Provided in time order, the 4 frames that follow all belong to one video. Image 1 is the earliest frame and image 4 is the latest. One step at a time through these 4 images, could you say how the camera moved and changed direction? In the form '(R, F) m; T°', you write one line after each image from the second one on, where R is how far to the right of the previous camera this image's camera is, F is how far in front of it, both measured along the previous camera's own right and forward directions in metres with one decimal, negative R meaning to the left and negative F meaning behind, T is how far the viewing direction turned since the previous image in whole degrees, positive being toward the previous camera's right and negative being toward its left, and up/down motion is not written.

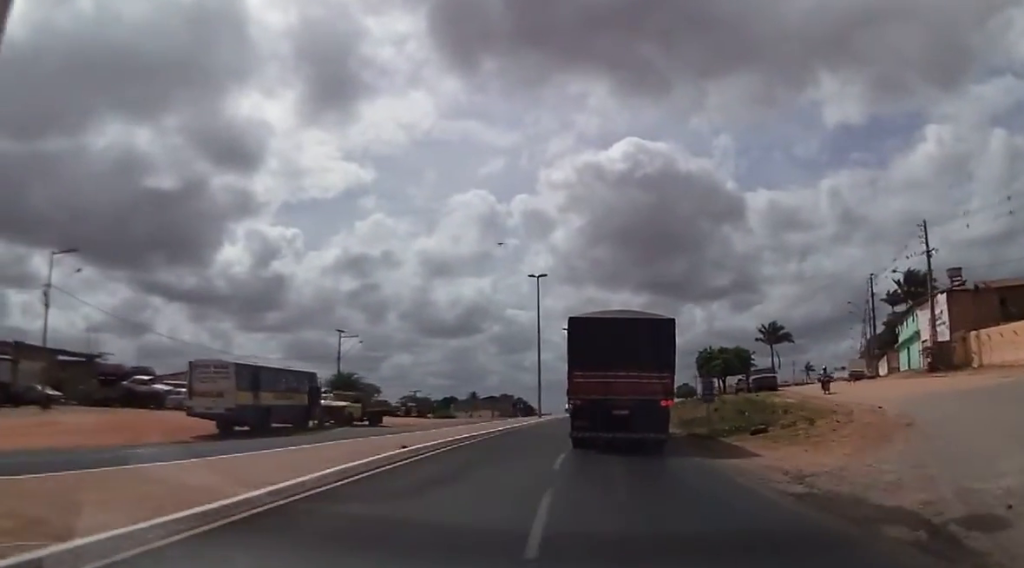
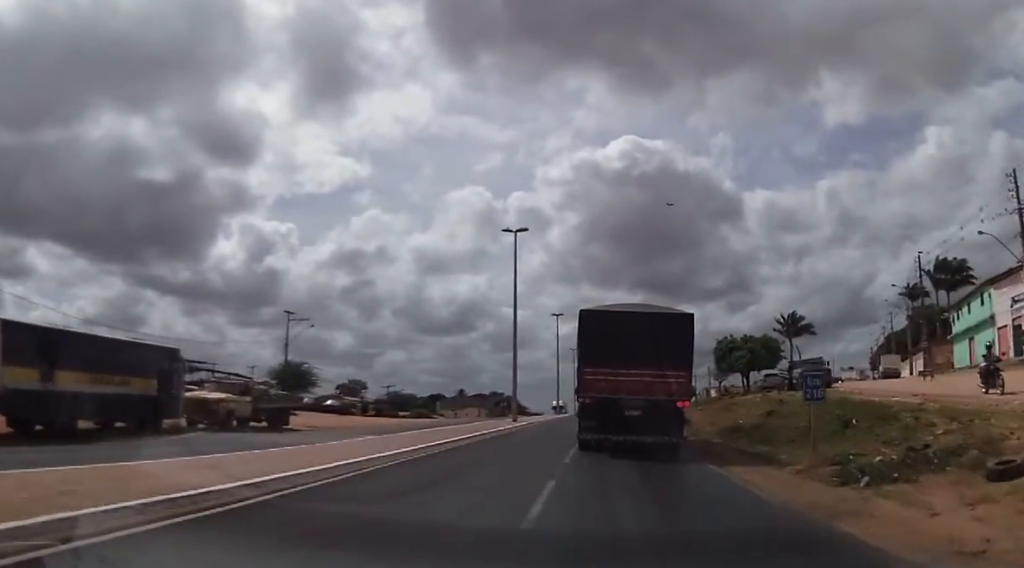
(+0.5, +13.1) m; +2°
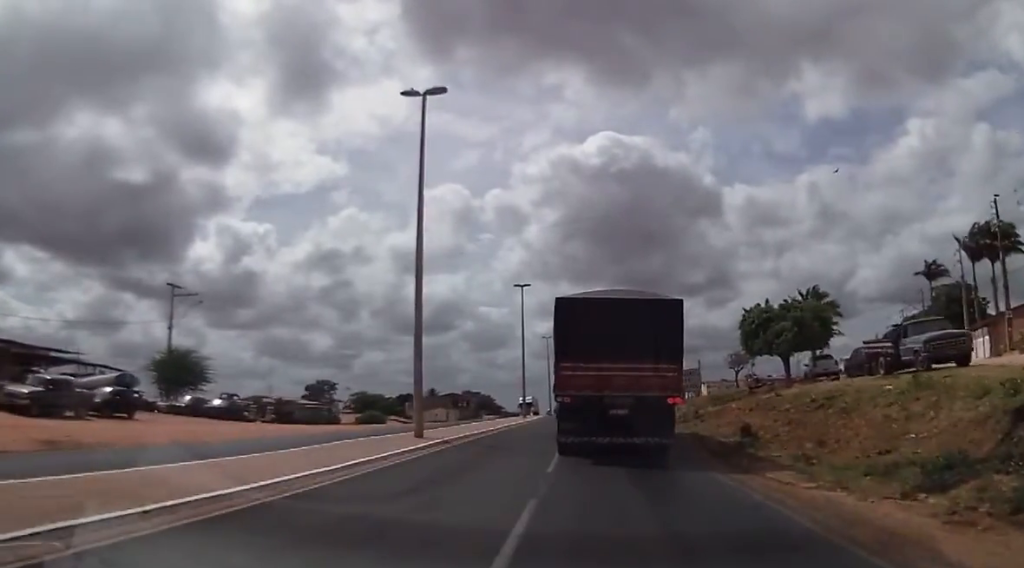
(-0.8, +17.9) m; -1°
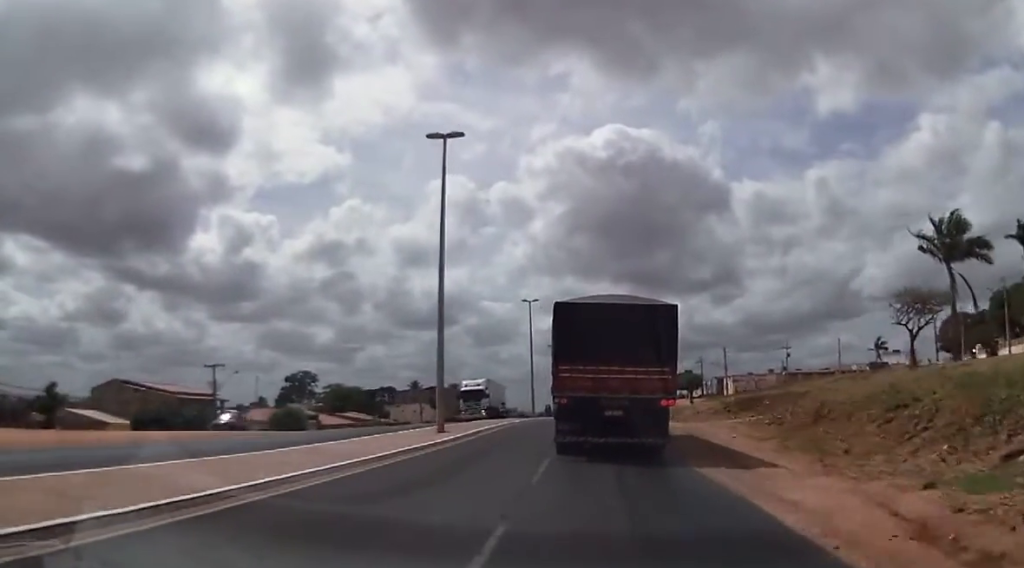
(+0.6, +32.3) m; +2°
